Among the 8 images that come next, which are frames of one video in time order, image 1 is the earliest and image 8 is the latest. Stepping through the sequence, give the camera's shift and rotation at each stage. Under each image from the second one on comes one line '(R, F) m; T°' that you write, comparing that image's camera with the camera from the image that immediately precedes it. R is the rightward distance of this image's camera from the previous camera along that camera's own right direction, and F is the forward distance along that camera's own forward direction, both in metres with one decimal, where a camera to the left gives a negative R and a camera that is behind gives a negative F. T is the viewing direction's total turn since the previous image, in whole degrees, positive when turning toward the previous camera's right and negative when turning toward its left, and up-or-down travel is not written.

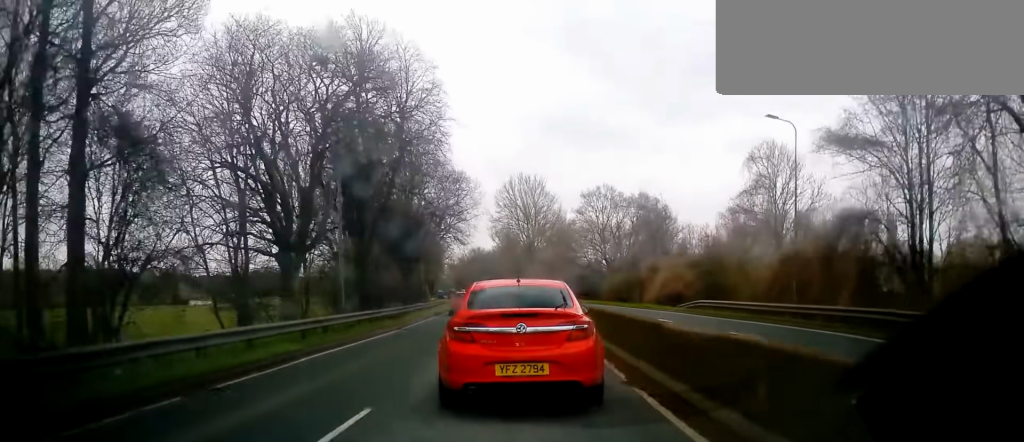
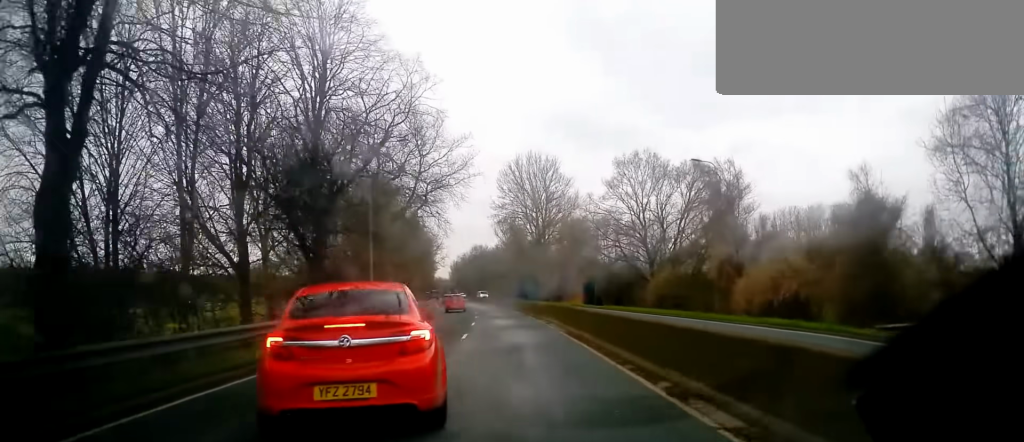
(+0.1, +22.5) m; 0°
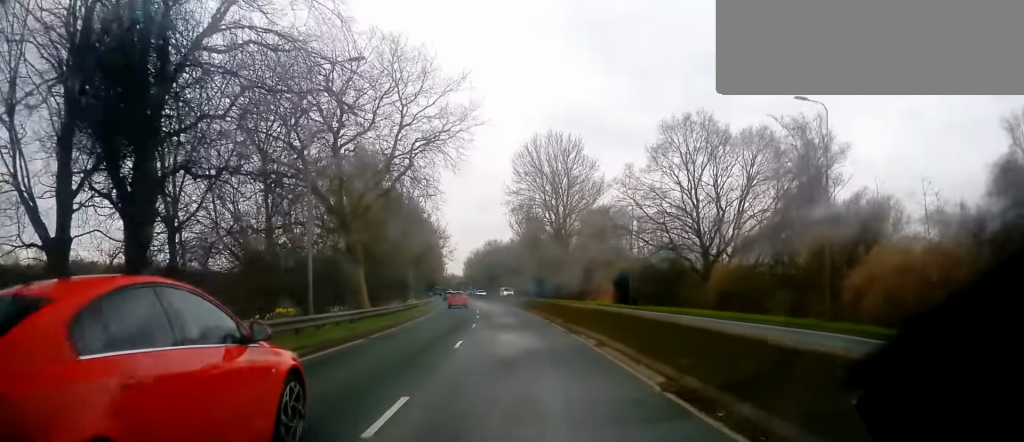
(0.0, +13.4) m; 0°
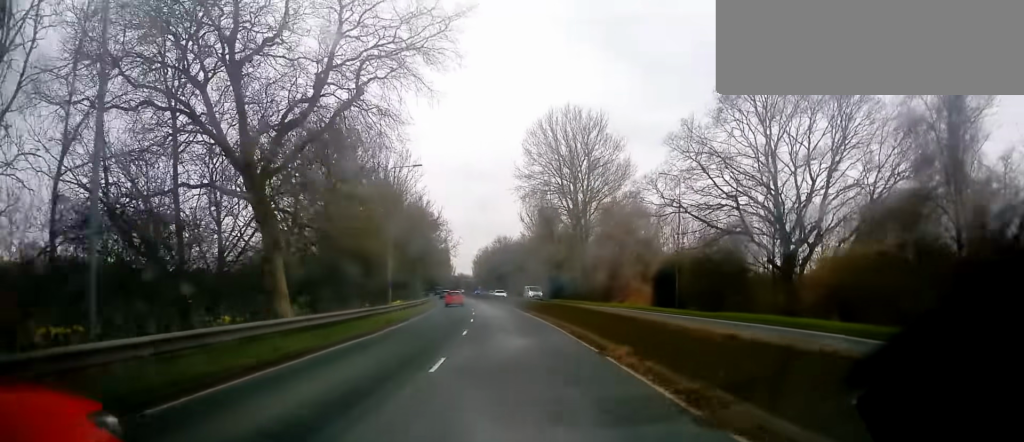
(0.0, +12.7) m; -1°
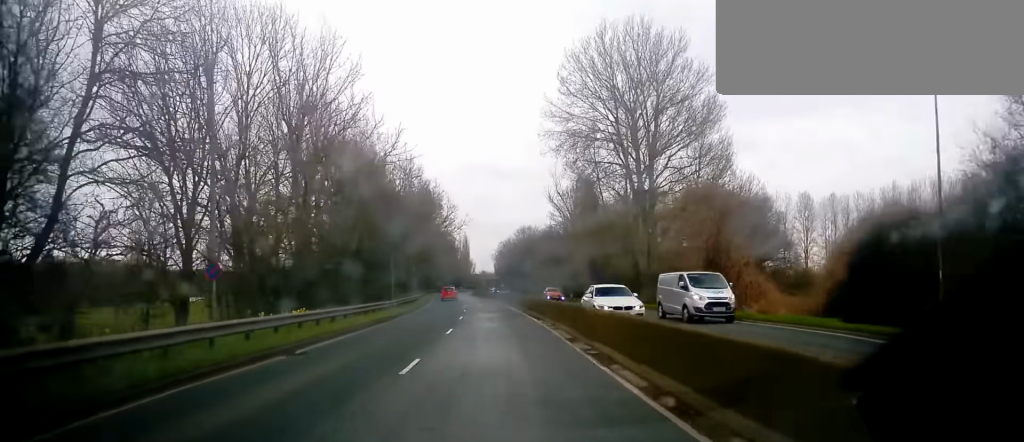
(-1.0, +27.4) m; -4°
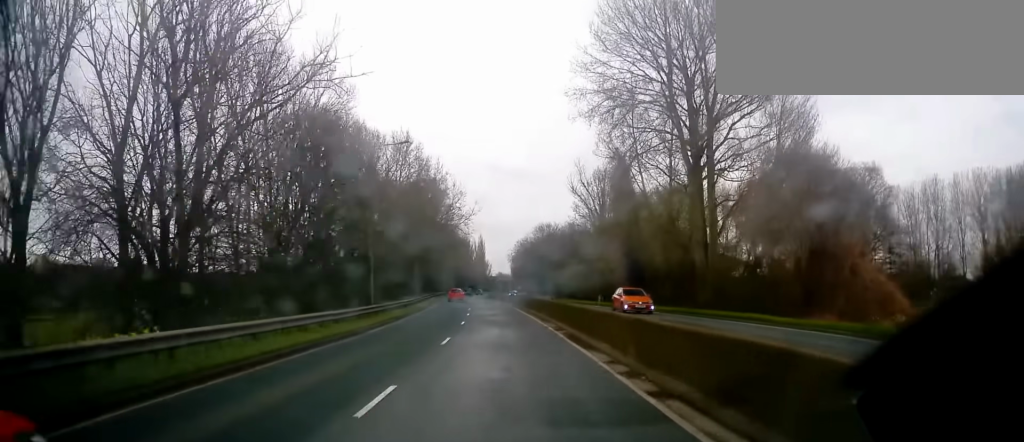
(-0.2, +12.3) m; -1°
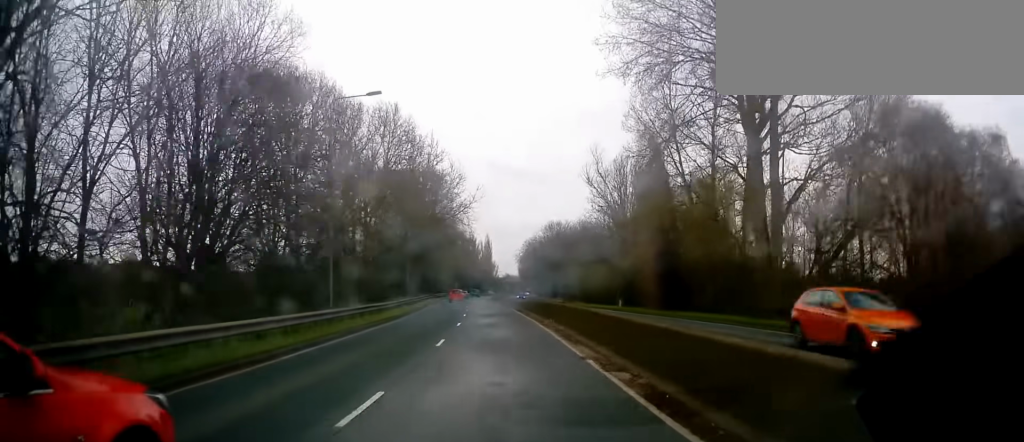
(-0.1, +9.6) m; -1°
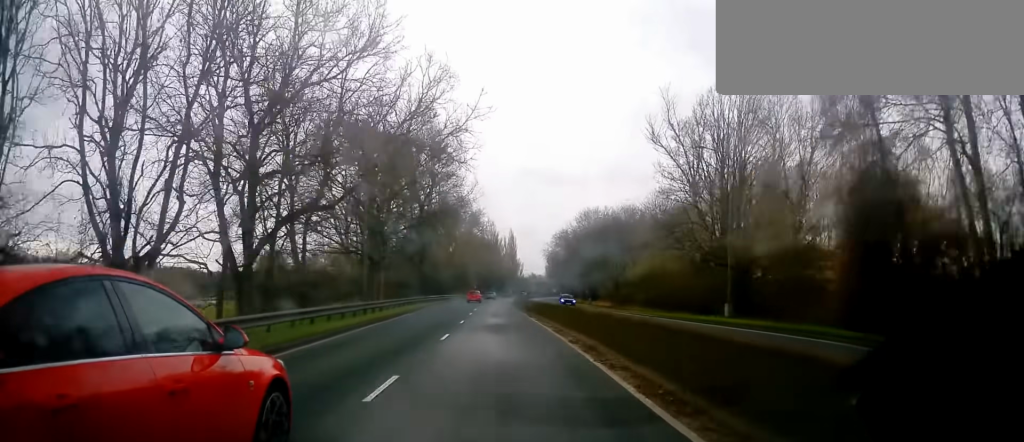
(-0.3, +25.2) m; -2°
